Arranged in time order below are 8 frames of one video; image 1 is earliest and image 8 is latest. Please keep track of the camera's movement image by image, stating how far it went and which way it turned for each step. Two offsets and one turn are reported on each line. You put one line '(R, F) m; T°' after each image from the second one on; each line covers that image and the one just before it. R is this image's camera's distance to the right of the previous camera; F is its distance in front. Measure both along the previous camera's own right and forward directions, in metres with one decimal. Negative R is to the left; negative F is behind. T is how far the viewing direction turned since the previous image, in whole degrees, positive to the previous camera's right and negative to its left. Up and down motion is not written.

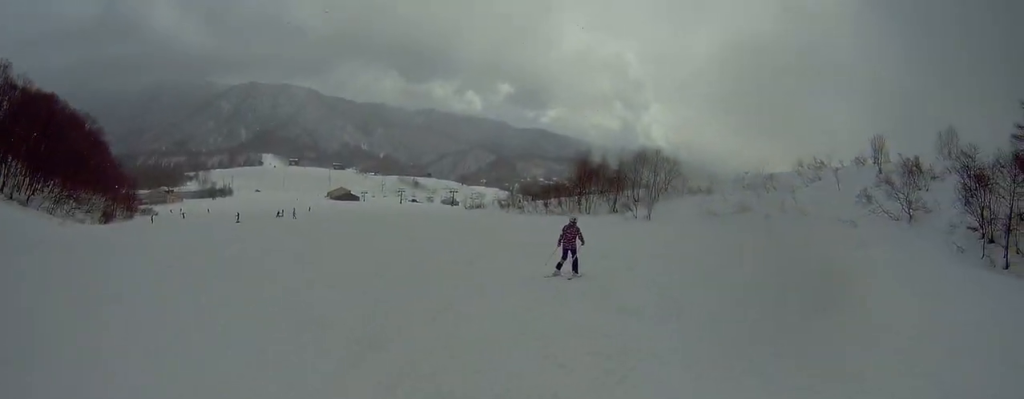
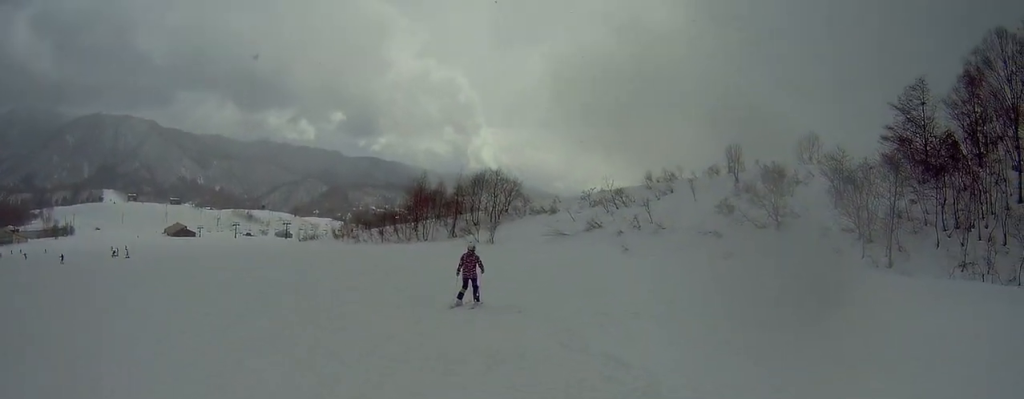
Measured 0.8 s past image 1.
(-0.7, +3.2) m; +14°
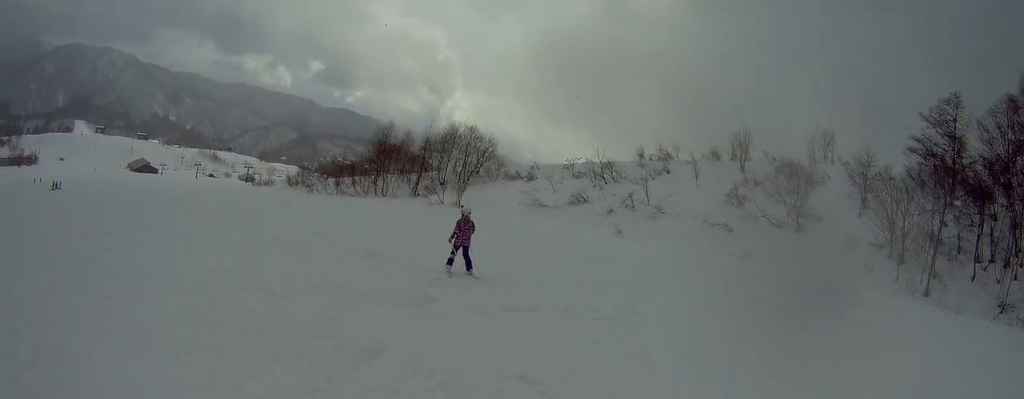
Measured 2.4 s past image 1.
(+4.3, +7.2) m; +31°
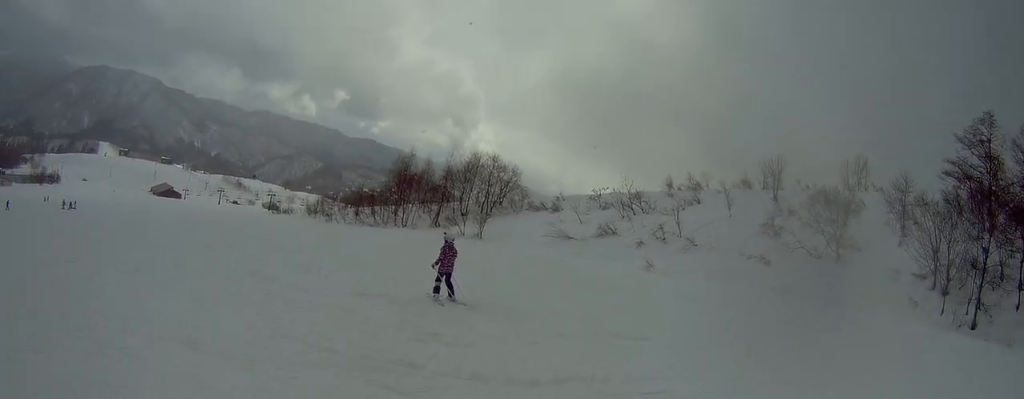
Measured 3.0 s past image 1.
(-0.1, +2.9) m; -6°
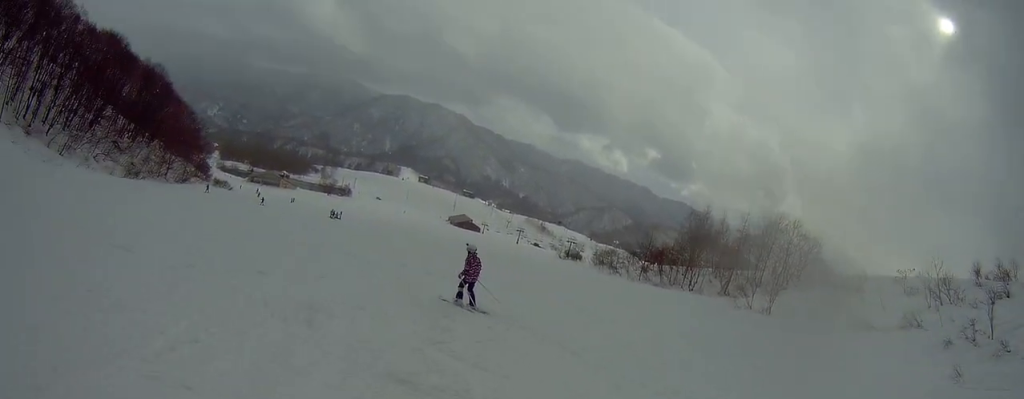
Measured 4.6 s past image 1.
(-1.7, +8.2) m; -28°
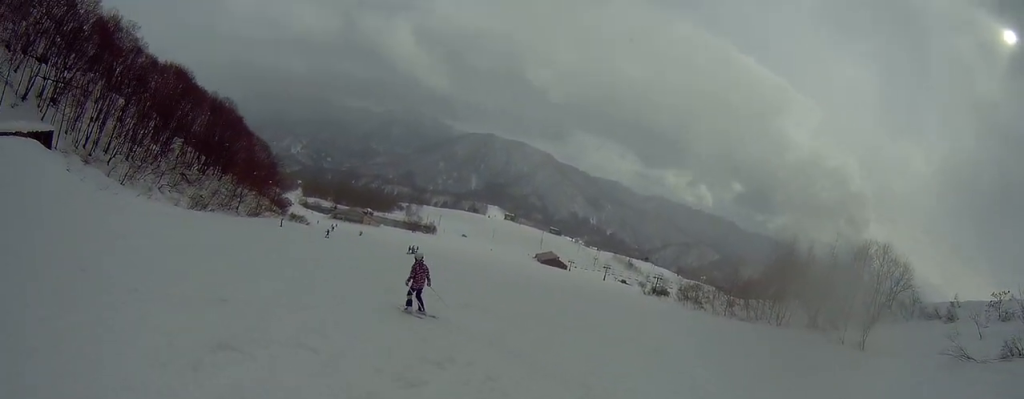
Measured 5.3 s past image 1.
(-0.6, +3.7) m; -6°
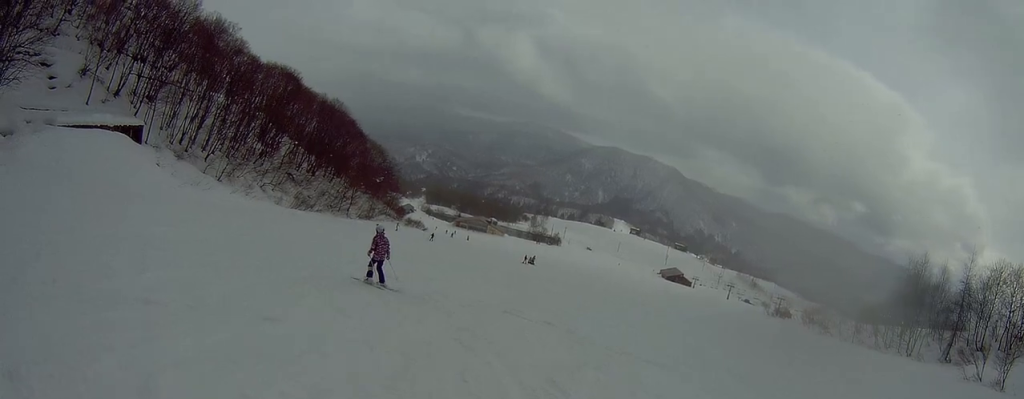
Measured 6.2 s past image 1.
(-0.2, +4.5) m; -11°
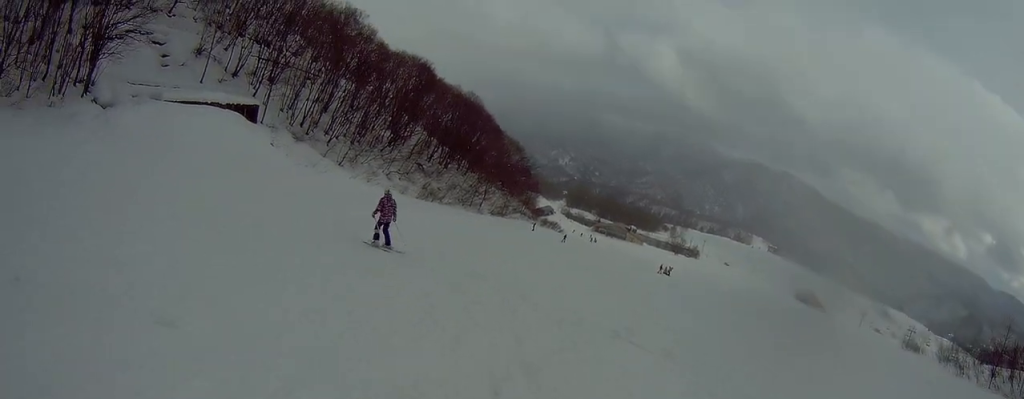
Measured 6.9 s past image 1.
(-0.1, +3.4) m; -11°
